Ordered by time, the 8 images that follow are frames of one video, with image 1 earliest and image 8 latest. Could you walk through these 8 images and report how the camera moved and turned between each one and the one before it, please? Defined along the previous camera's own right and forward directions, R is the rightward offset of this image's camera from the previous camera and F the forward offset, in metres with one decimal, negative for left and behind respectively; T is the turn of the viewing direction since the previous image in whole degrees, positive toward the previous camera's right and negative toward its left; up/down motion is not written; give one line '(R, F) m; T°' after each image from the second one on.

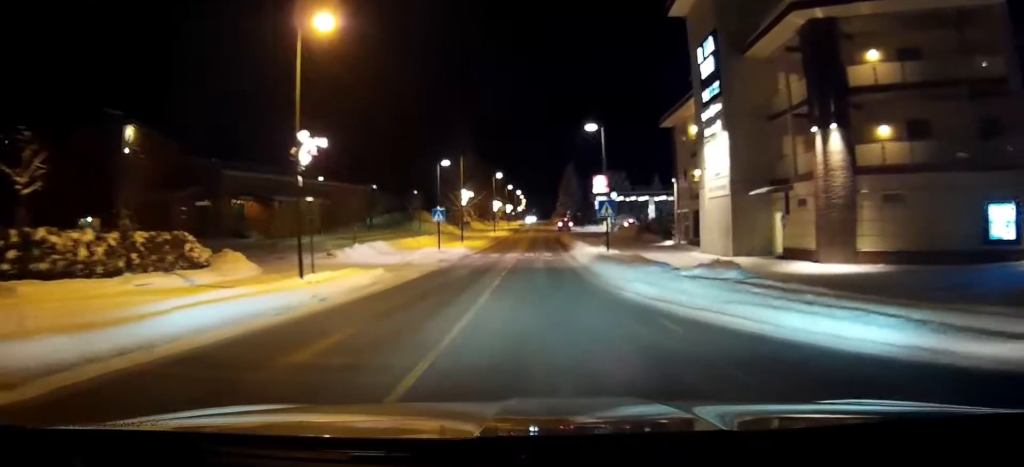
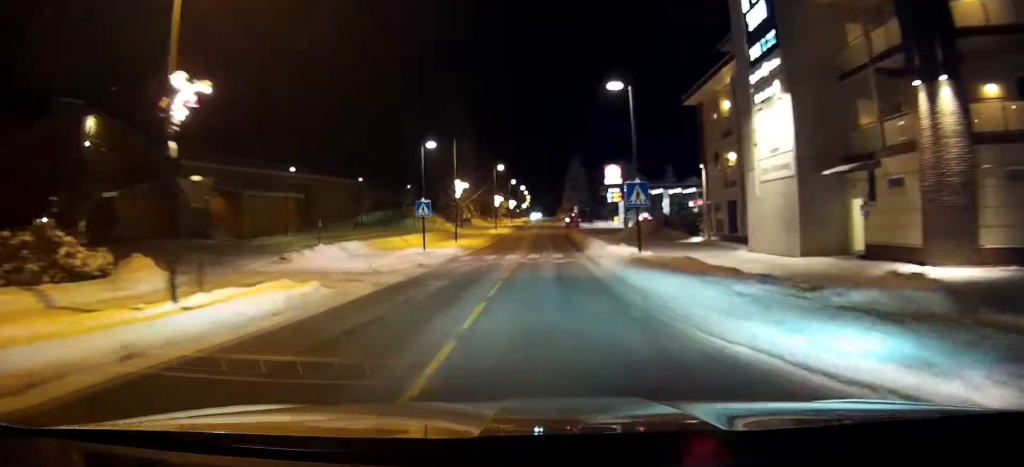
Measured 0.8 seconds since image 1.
(+0.1, +7.4) m; +1°
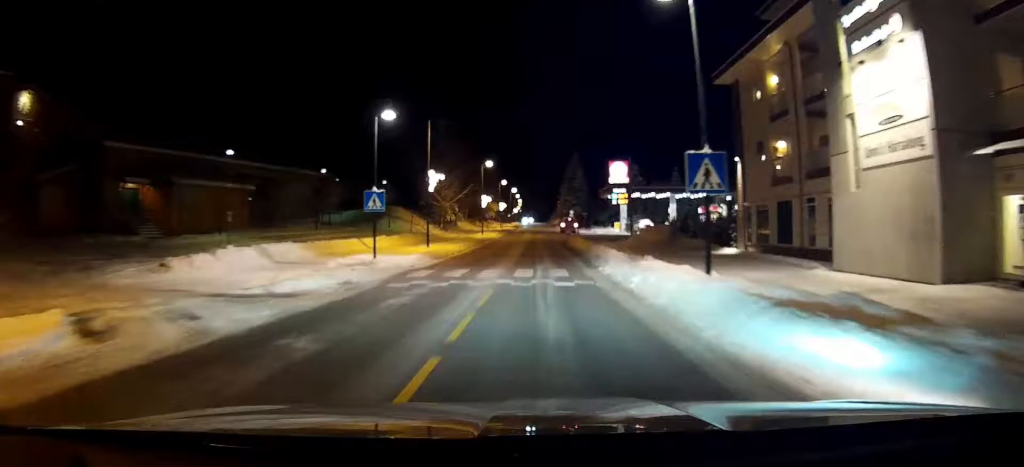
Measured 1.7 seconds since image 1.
(+0.1, +9.0) m; 0°
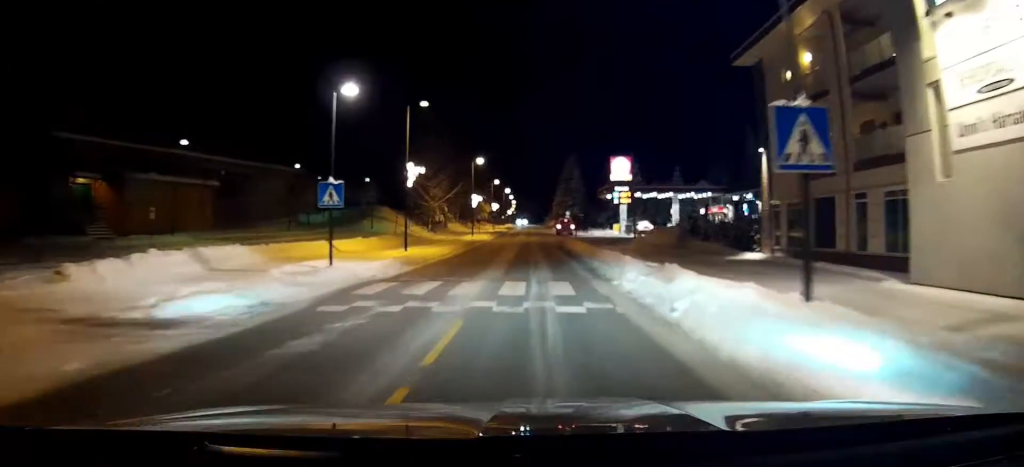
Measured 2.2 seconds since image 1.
(0.0, +4.8) m; 0°
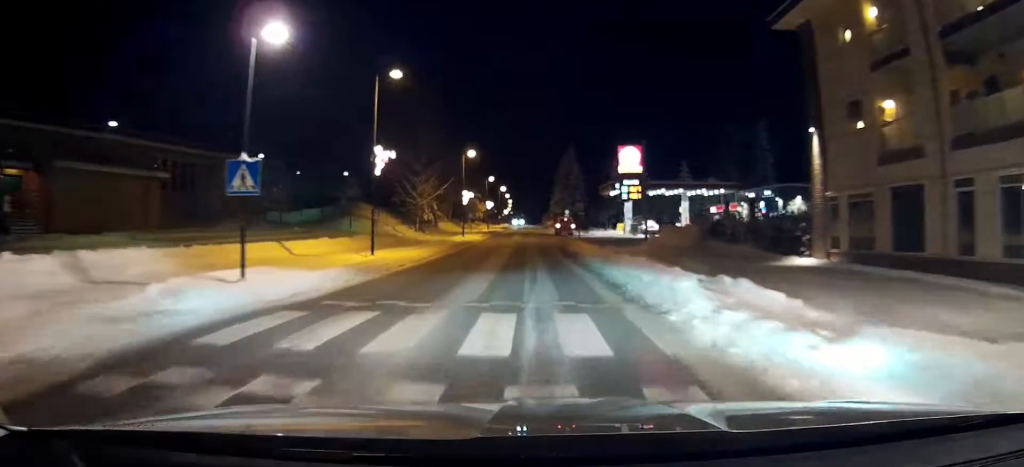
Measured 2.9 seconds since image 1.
(0.0, +6.4) m; 0°
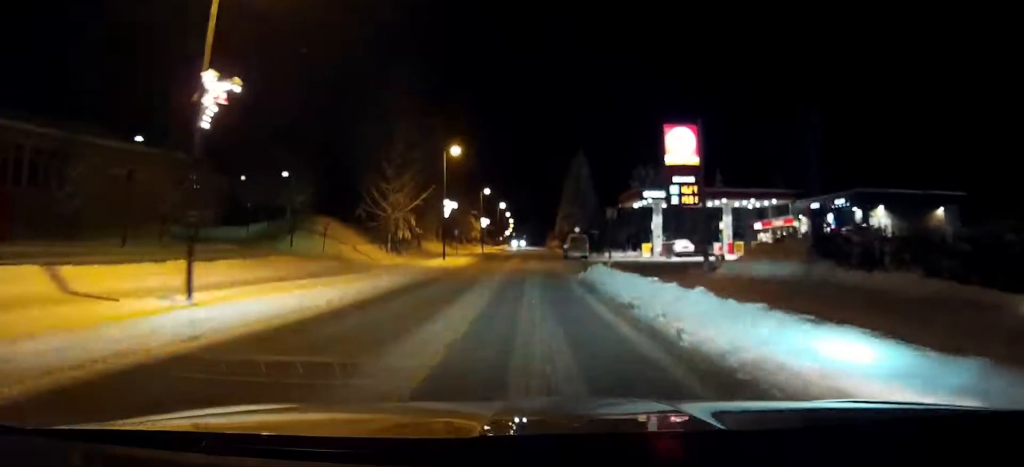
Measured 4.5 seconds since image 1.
(+0.1, +15.1) m; +1°
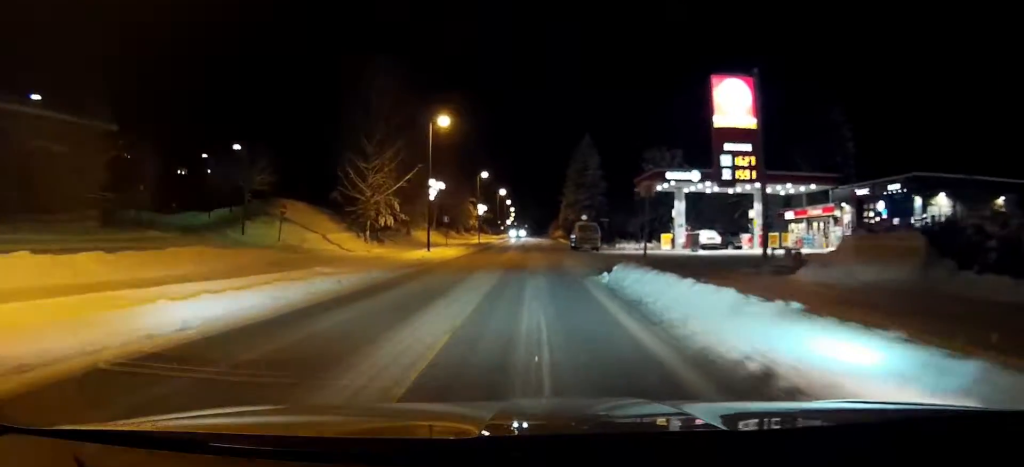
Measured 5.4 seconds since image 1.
(0.0, +7.4) m; +1°
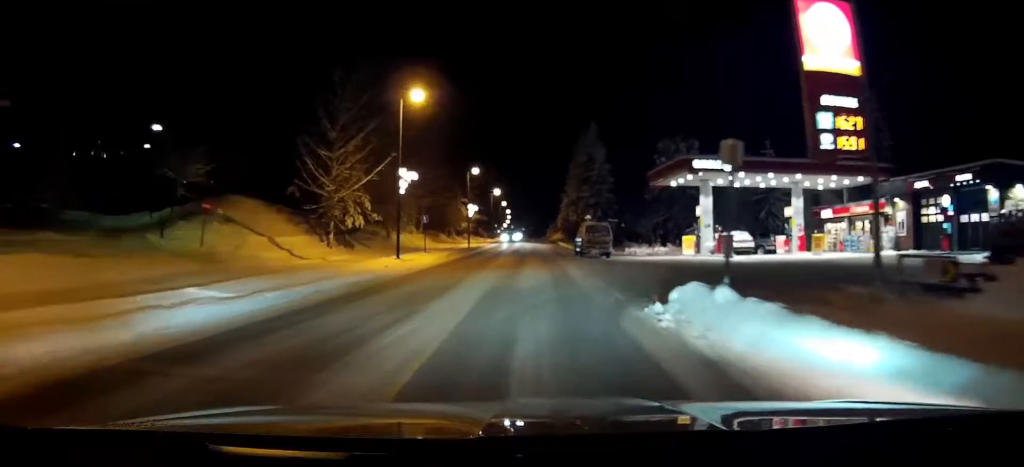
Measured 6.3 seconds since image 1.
(0.0, +7.7) m; 0°
